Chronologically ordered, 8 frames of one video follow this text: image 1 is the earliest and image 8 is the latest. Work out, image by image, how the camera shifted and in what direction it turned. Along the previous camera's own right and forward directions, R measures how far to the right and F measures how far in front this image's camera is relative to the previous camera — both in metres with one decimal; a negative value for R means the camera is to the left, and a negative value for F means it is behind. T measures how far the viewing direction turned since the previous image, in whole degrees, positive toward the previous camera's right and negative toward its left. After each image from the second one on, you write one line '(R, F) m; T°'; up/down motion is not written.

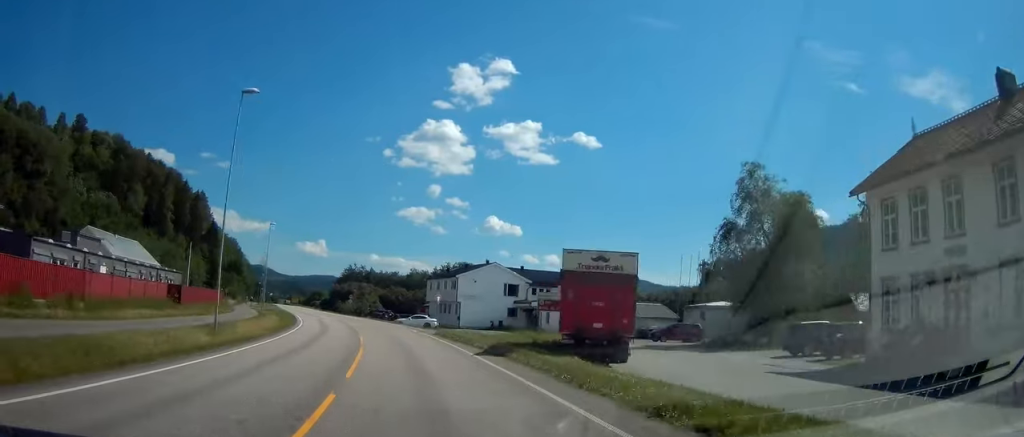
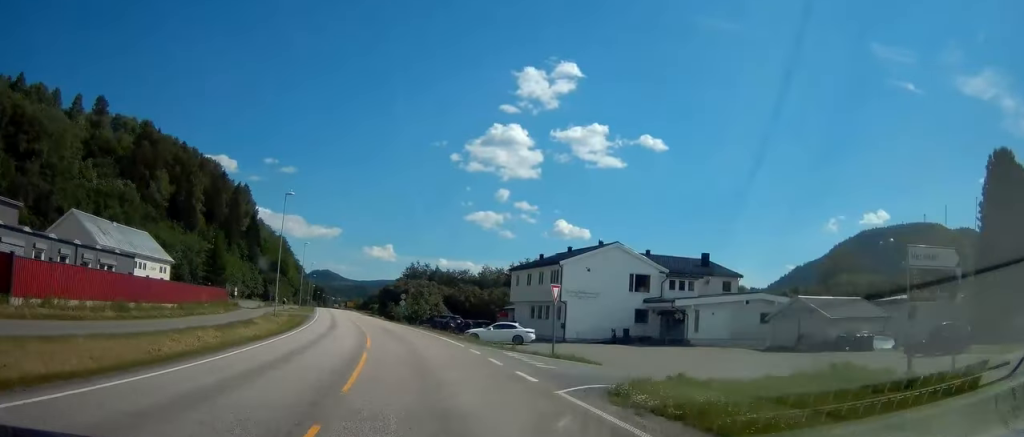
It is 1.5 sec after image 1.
(-1.4, +25.1) m; -5°
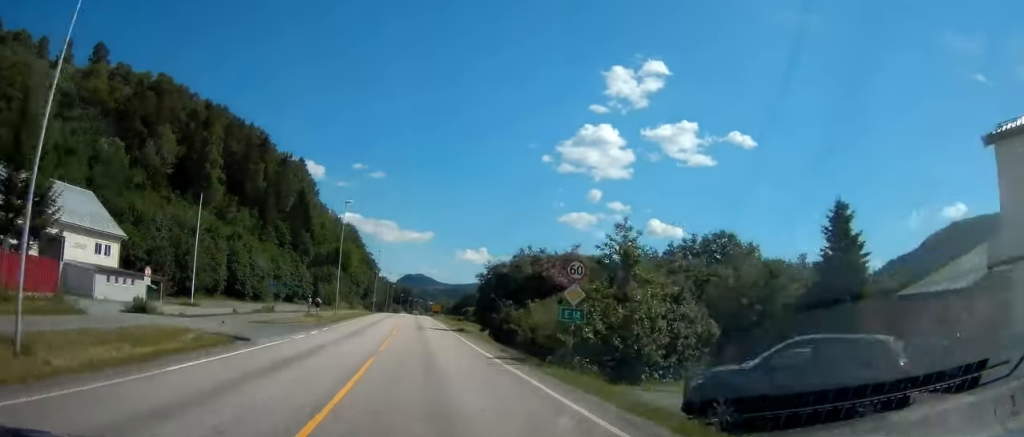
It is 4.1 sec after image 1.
(-3.6, +47.4) m; -8°
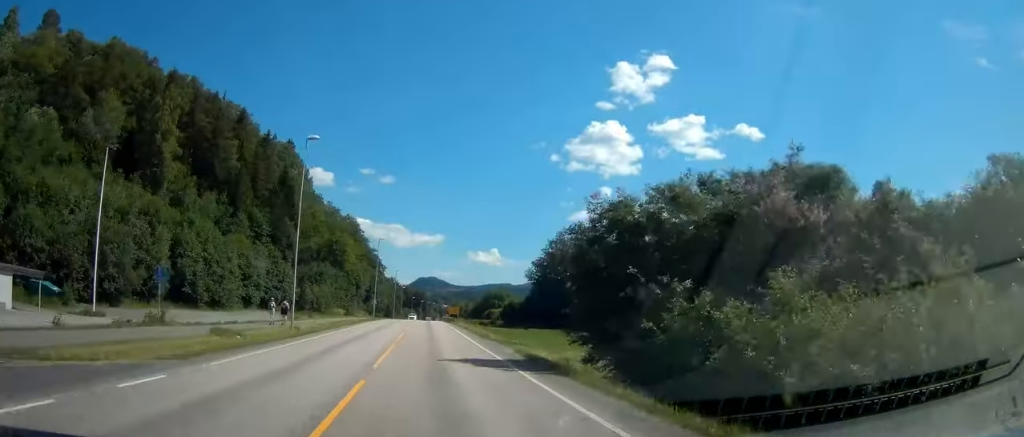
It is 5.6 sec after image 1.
(-0.8, +26.2) m; -3°
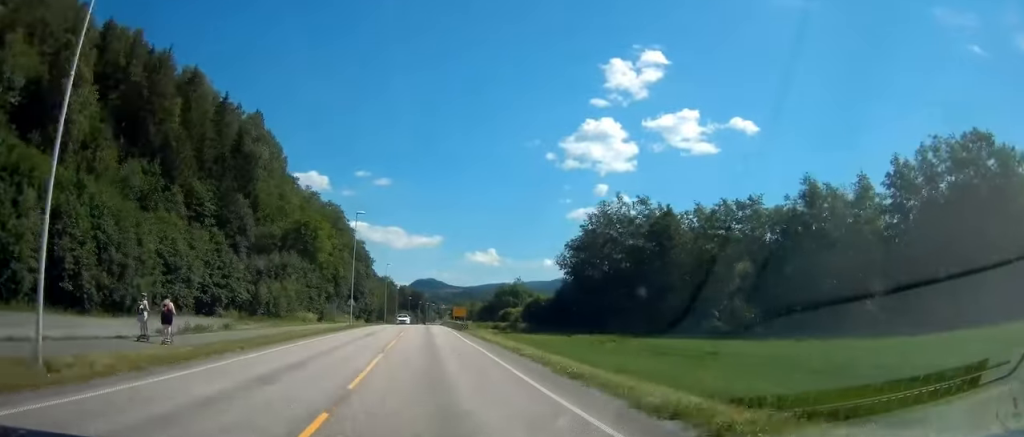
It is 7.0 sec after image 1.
(-0.6, +27.1) m; -1°
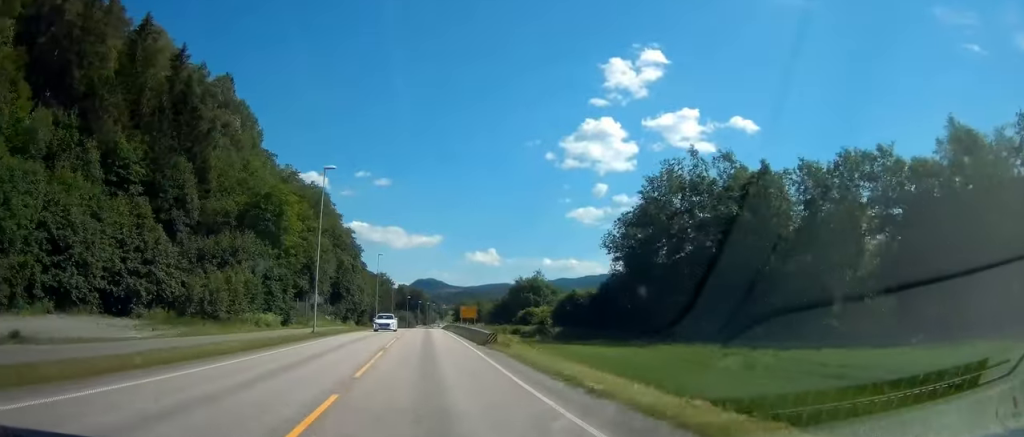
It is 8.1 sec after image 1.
(-0.1, +22.0) m; 0°
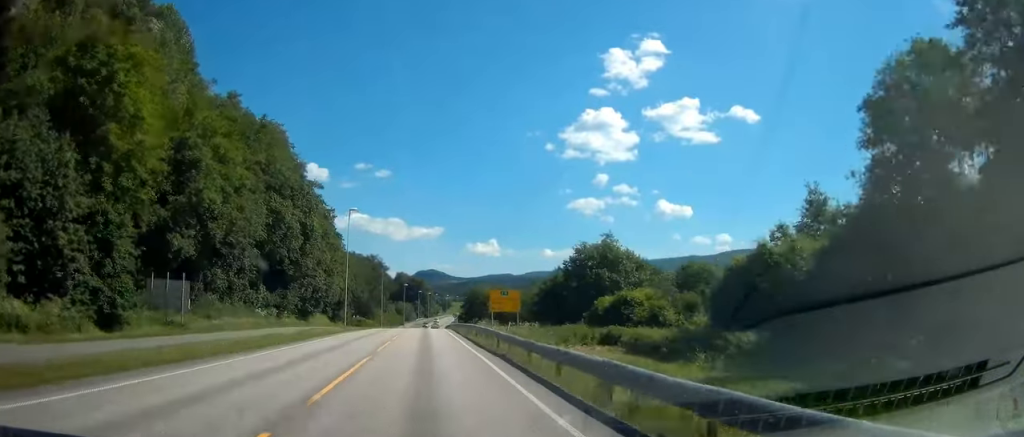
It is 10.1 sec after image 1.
(0.0, +39.7) m; +1°
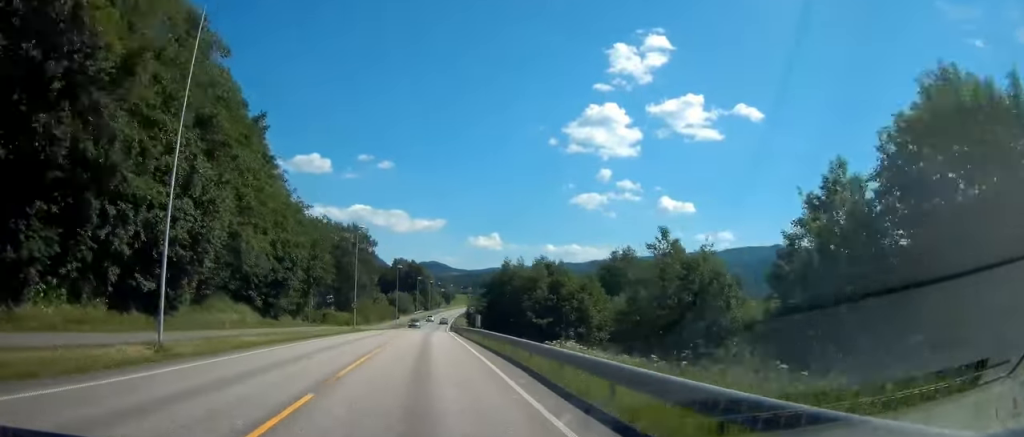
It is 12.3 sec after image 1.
(+0.6, +43.3) m; +1°
